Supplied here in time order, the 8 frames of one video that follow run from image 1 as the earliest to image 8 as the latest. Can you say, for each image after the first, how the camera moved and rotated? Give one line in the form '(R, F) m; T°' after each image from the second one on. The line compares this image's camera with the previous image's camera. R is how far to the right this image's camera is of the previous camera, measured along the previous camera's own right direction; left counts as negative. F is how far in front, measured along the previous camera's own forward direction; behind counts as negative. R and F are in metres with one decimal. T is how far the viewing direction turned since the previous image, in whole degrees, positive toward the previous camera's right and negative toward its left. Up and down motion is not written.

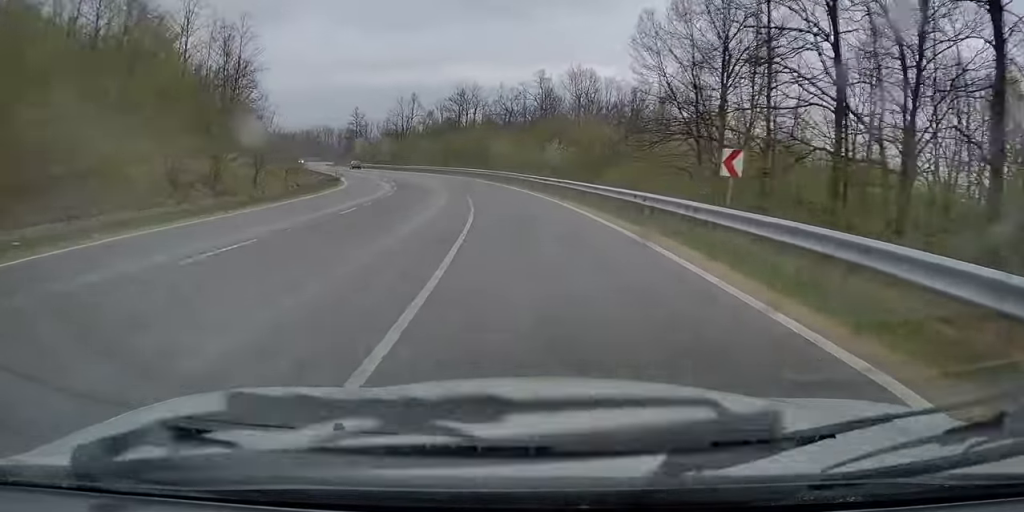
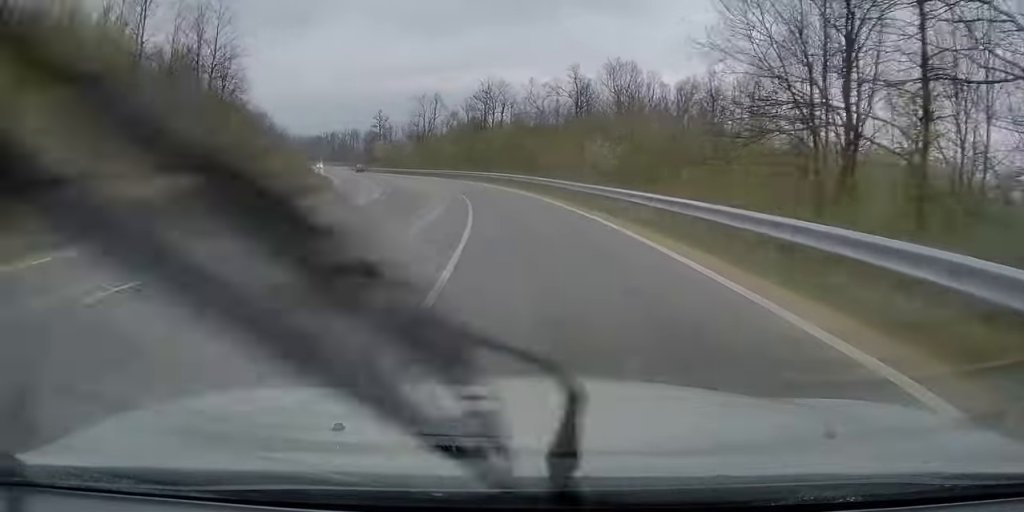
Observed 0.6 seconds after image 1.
(-0.4, +11.3) m; -3°
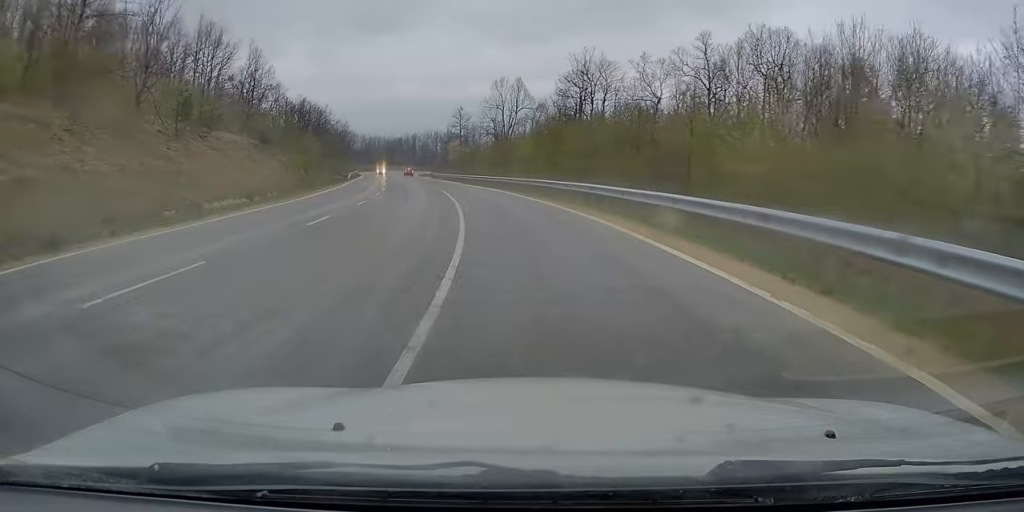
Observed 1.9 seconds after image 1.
(-1.5, +27.6) m; -7°
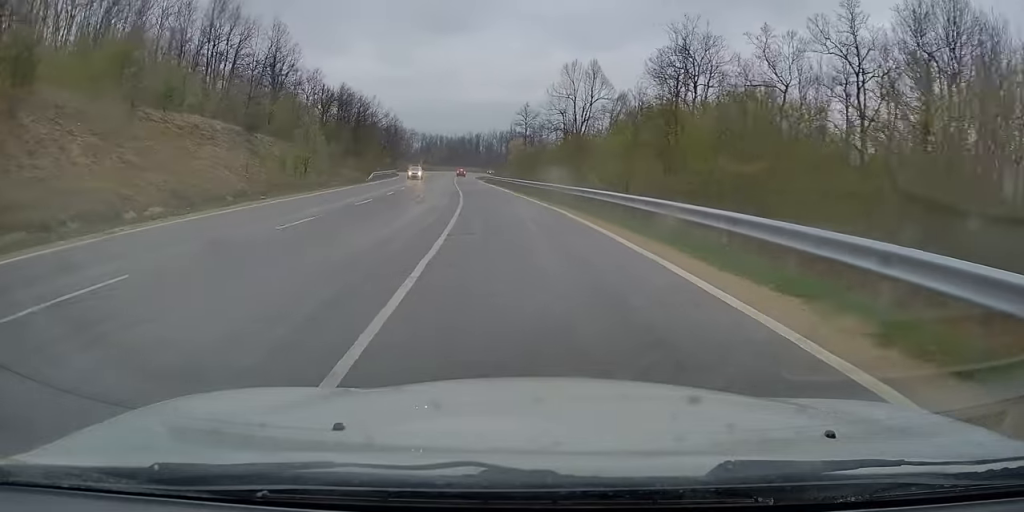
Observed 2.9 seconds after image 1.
(-1.0, +19.5) m; -8°
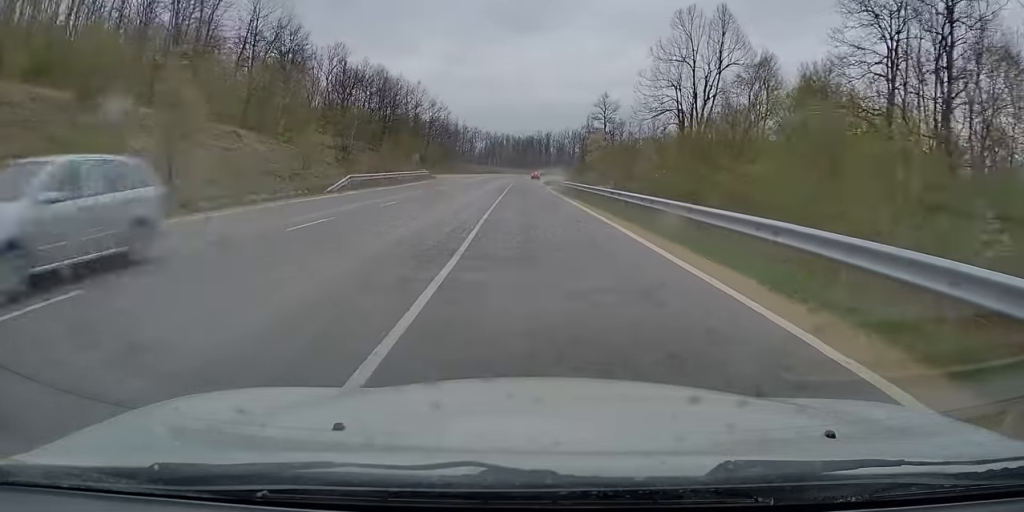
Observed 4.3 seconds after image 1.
(-2.7, +28.9) m; -5°
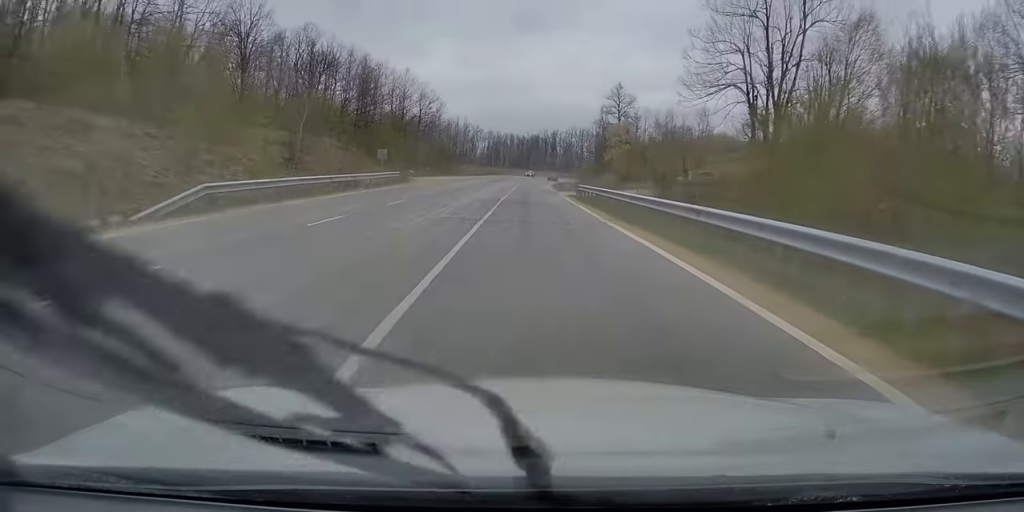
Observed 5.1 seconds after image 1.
(0.0, +16.3) m; 0°
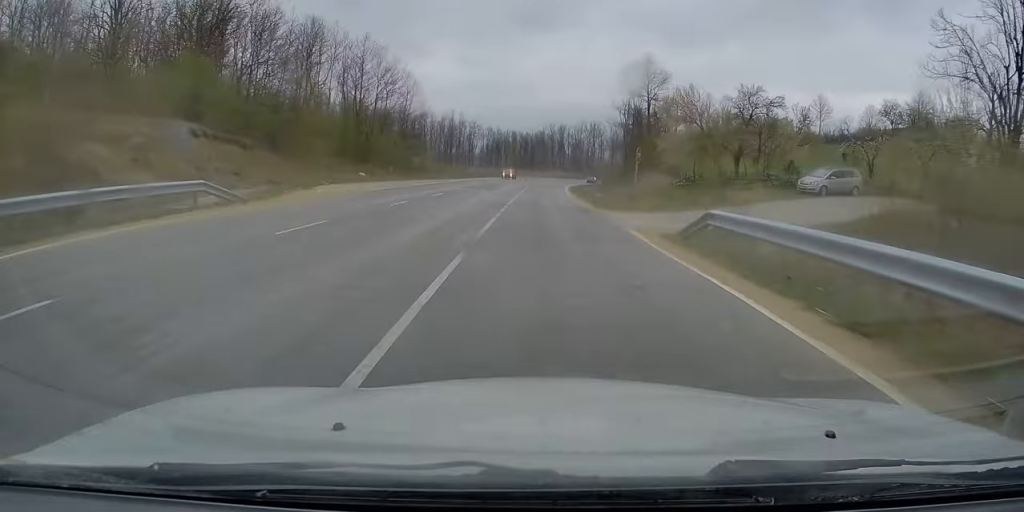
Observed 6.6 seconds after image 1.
(+0.2, +29.3) m; +1°
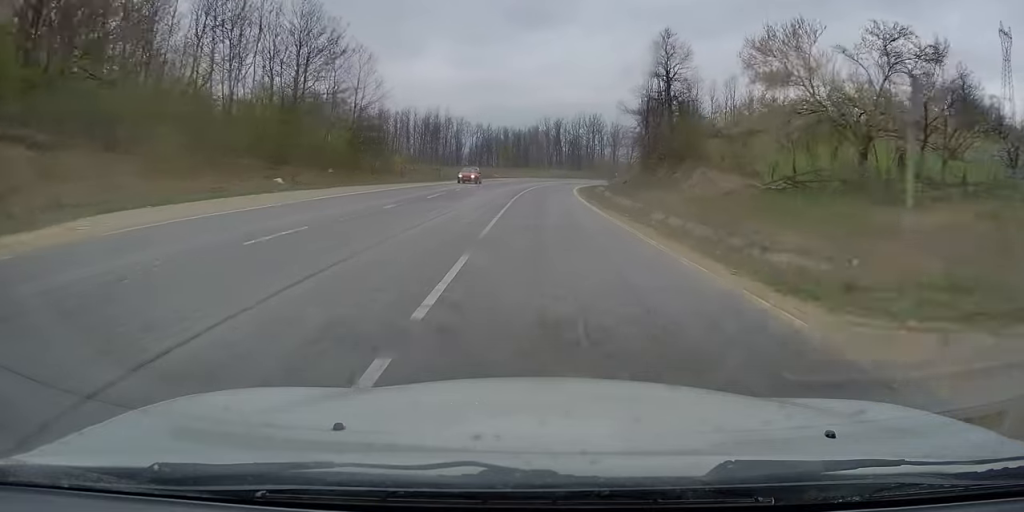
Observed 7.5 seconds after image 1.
(+0.1, +19.5) m; +1°
